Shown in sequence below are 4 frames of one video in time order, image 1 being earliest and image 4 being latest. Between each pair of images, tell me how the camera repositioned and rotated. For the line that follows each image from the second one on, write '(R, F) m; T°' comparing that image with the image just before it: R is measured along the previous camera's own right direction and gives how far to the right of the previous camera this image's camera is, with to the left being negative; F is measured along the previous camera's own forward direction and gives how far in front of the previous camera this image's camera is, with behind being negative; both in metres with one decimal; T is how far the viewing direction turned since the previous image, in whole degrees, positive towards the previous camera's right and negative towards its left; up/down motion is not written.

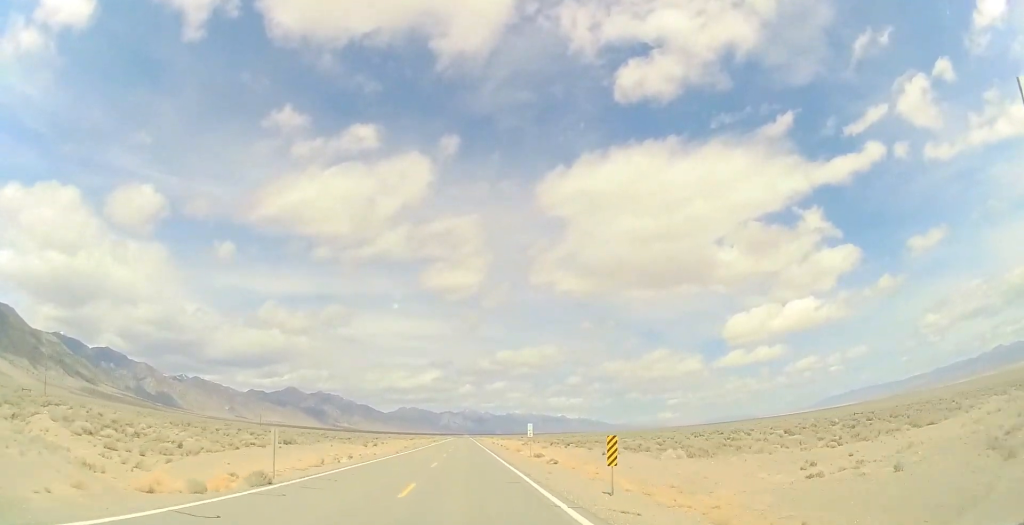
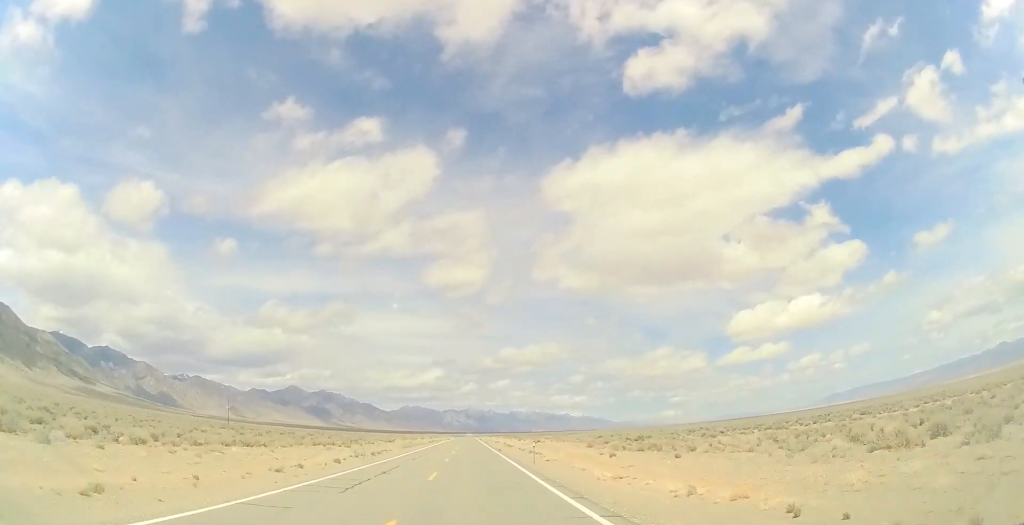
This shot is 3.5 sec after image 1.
(-0.6, +116.4) m; -1°
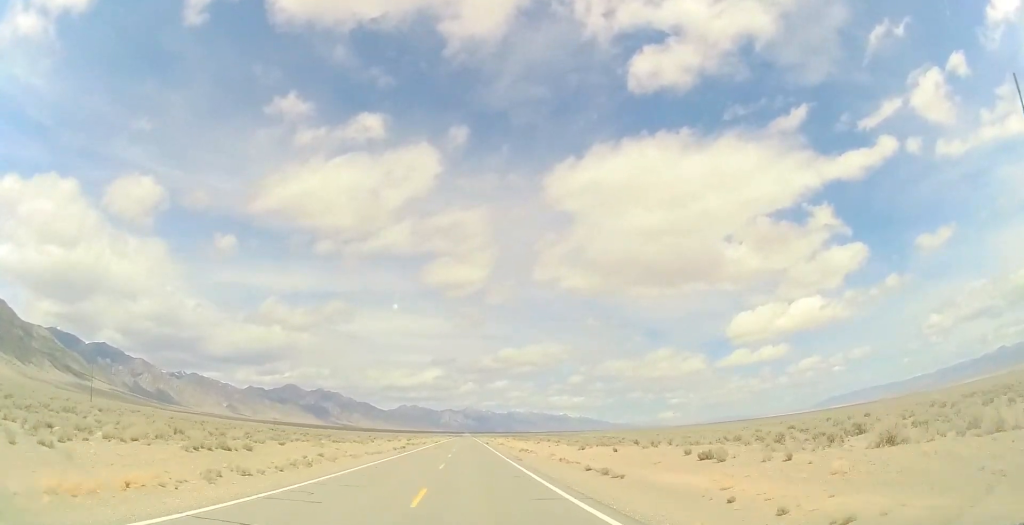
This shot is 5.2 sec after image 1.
(+0.4, +55.2) m; +1°
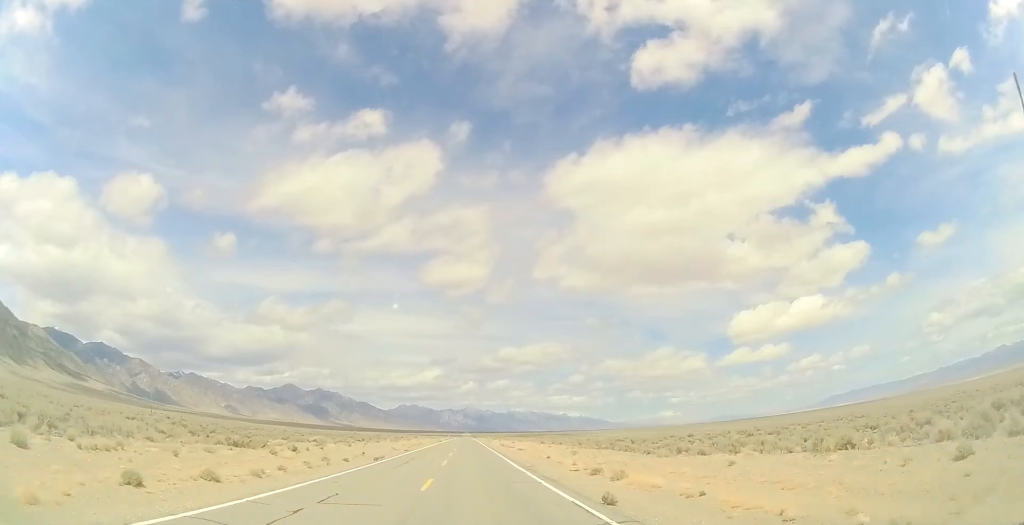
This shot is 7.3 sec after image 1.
(+0.6, +70.2) m; 0°
